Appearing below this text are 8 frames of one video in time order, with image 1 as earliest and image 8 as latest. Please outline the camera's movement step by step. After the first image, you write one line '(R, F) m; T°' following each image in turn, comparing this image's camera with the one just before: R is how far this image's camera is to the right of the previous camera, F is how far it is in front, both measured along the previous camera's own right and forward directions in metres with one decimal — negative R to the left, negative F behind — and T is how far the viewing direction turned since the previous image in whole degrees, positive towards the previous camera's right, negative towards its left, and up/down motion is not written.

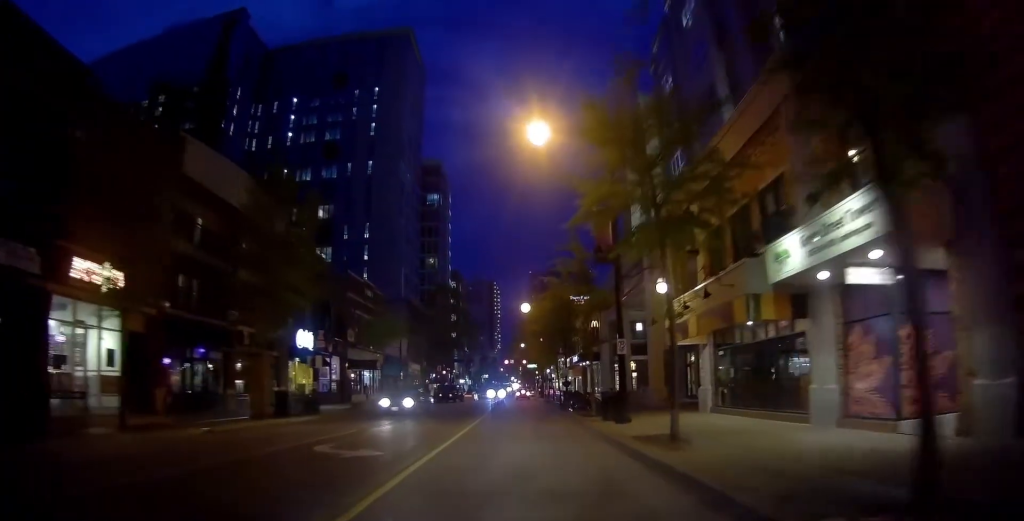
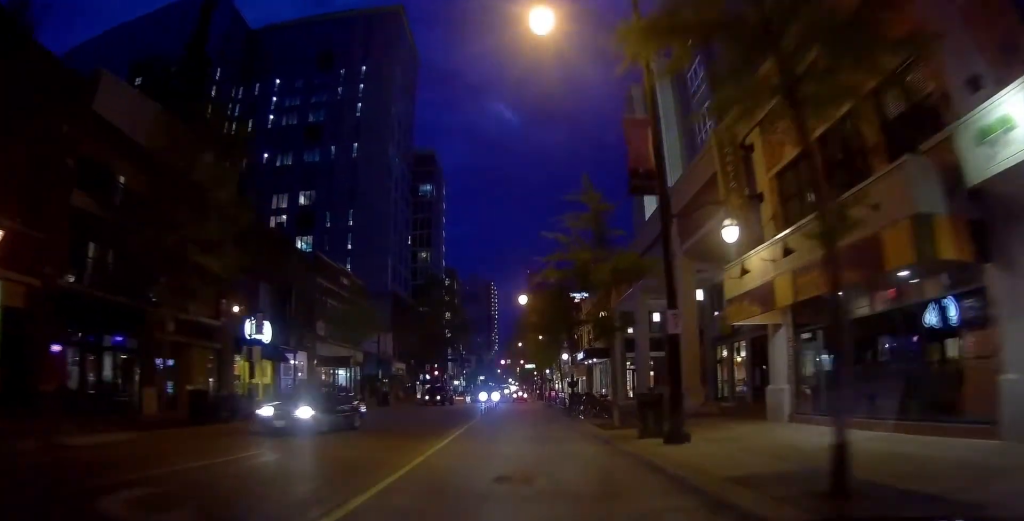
(0.0, +6.7) m; 0°
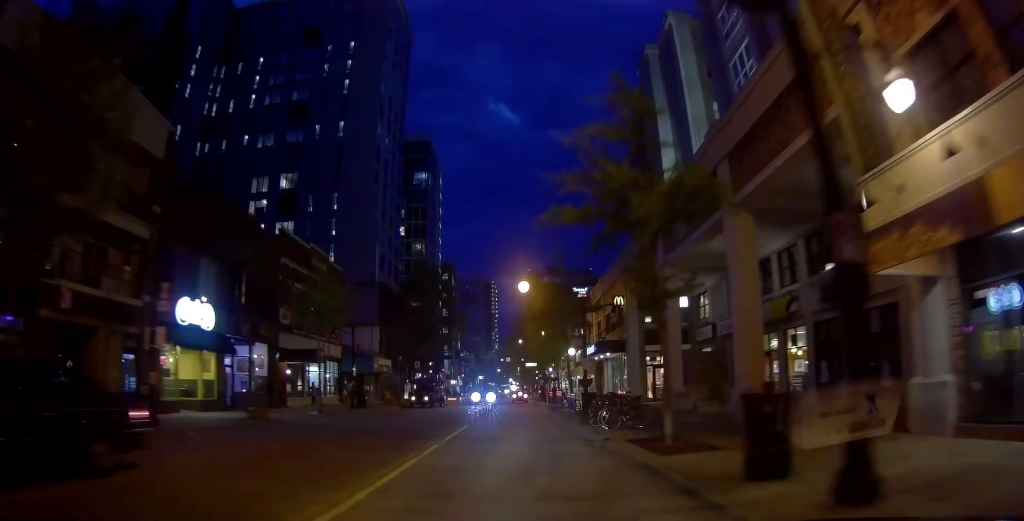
(0.0, +6.2) m; 0°
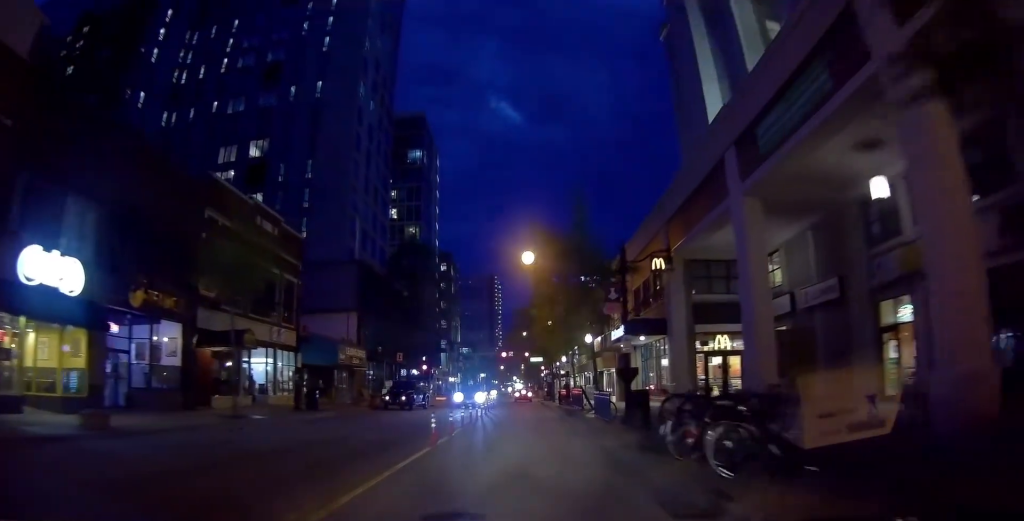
(0.0, +9.6) m; -1°
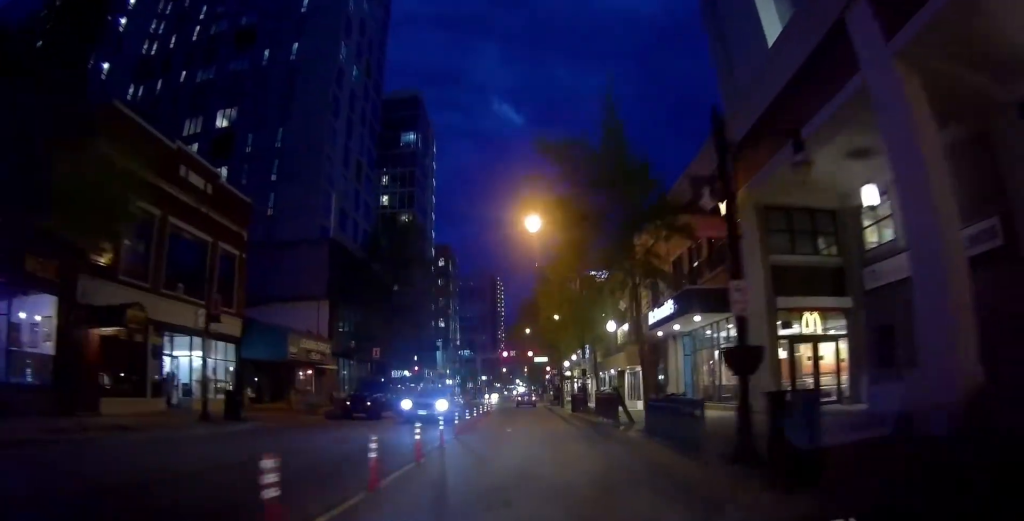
(-0.2, +8.6) m; +1°
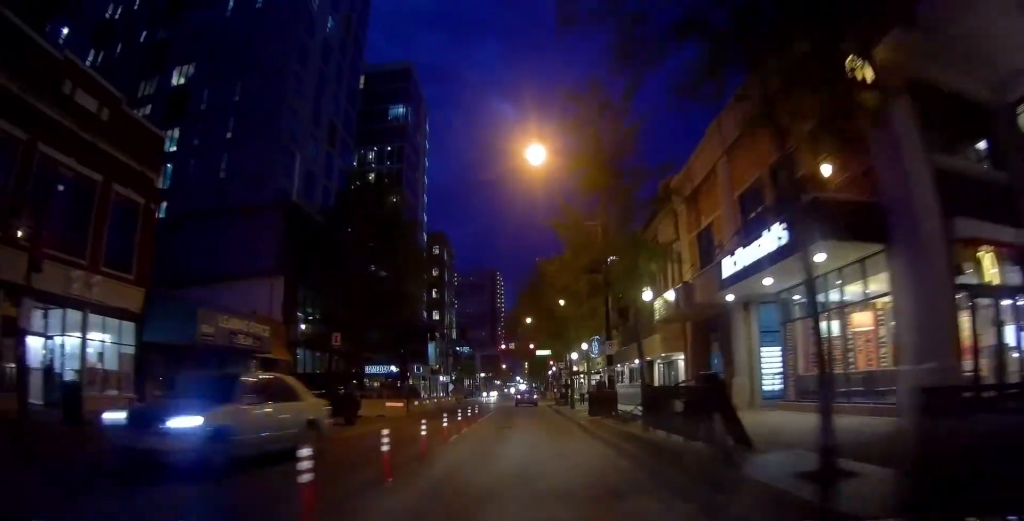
(+0.3, +9.1) m; +3°
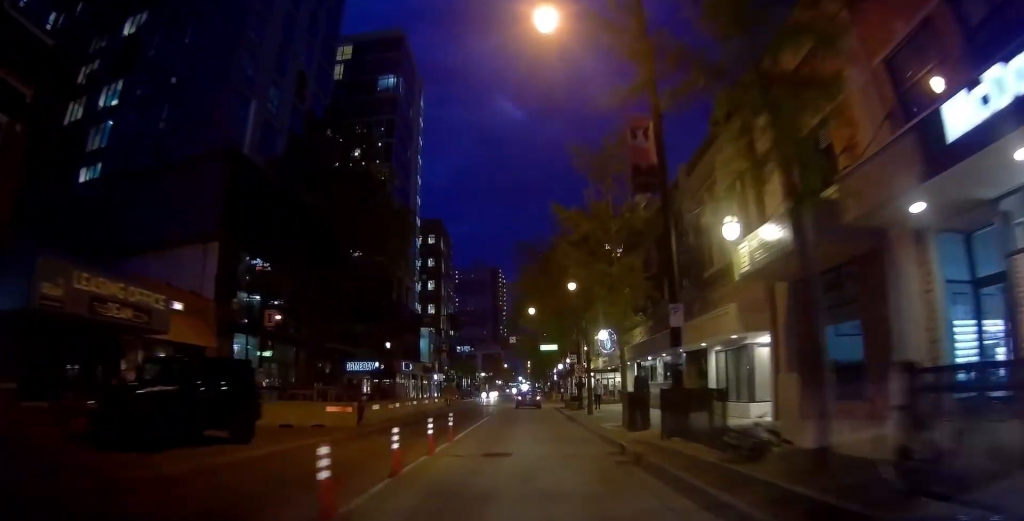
(+0.2, +9.1) m; +1°
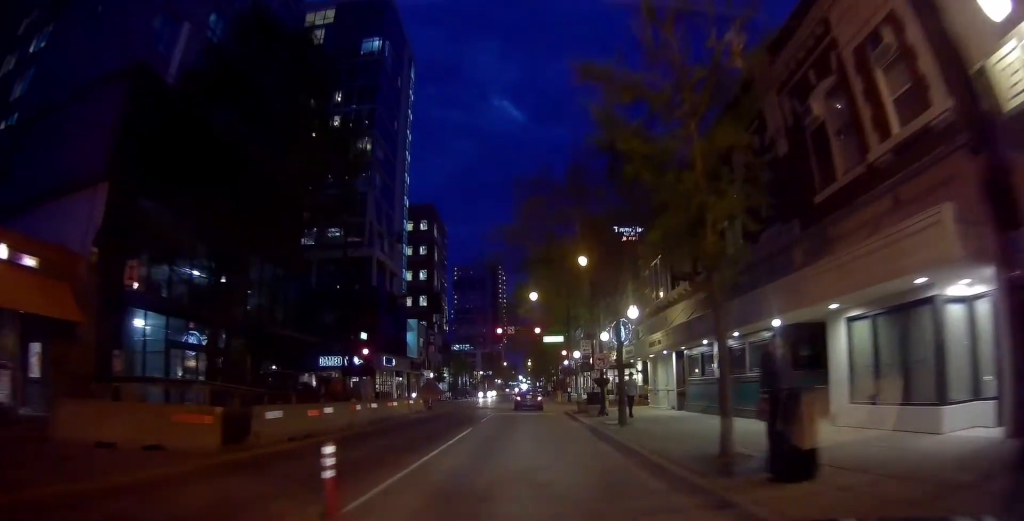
(0.0, +9.1) m; 0°
